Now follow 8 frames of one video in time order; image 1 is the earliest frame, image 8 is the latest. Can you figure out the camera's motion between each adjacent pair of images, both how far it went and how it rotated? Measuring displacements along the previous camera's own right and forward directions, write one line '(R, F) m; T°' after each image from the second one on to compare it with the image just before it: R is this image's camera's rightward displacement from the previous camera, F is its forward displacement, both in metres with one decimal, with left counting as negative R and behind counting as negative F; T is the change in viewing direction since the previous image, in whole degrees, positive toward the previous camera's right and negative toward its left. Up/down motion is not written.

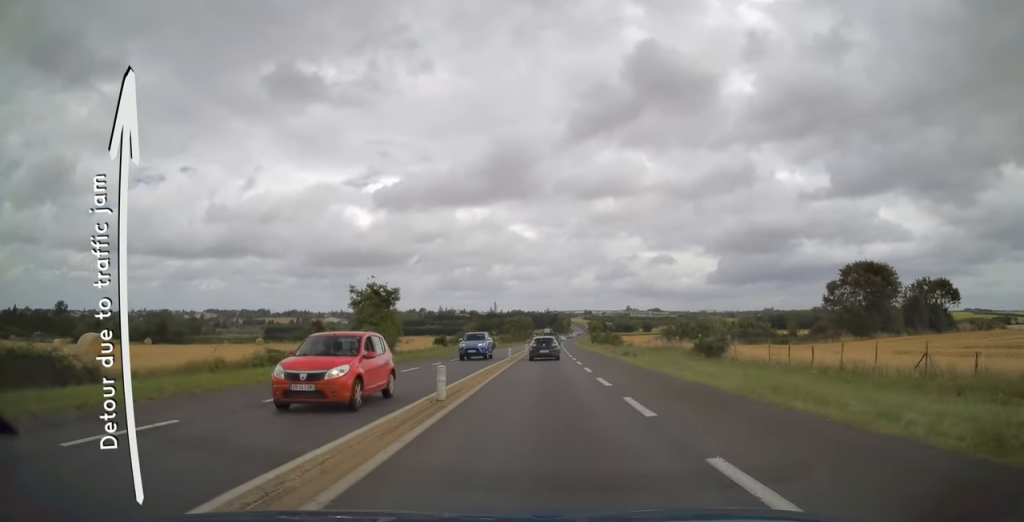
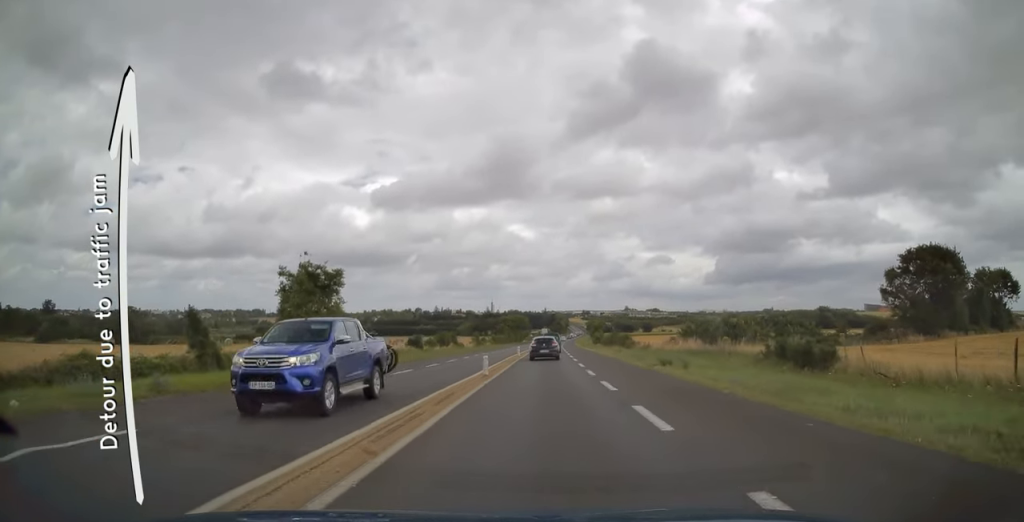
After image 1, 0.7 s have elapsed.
(0.0, +14.4) m; 0°
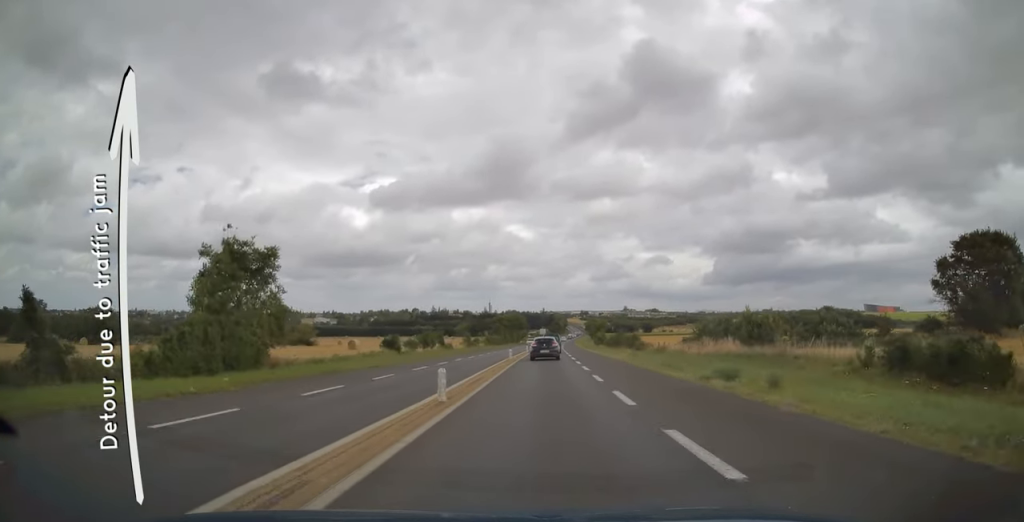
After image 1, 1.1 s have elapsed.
(+0.1, +9.6) m; 0°
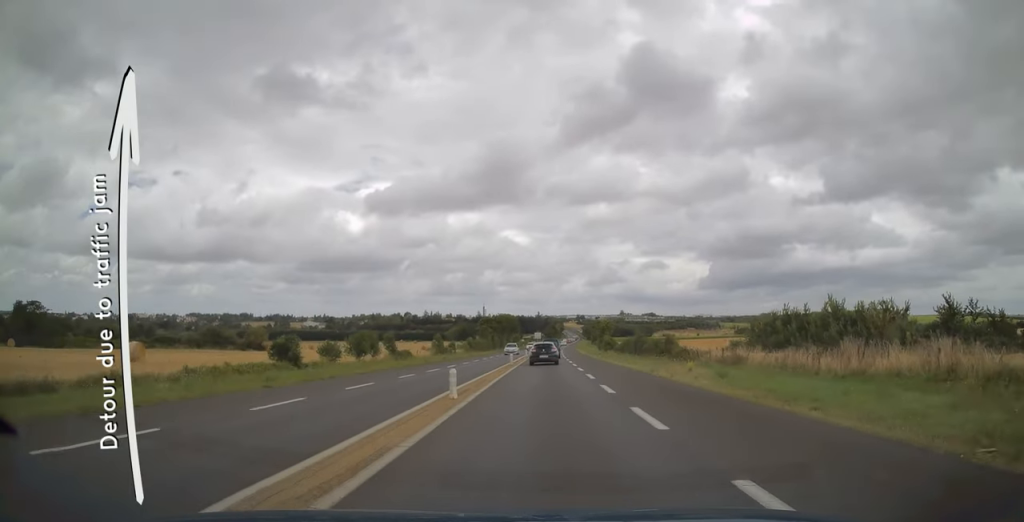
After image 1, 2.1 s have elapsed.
(+0.1, +22.5) m; 0°
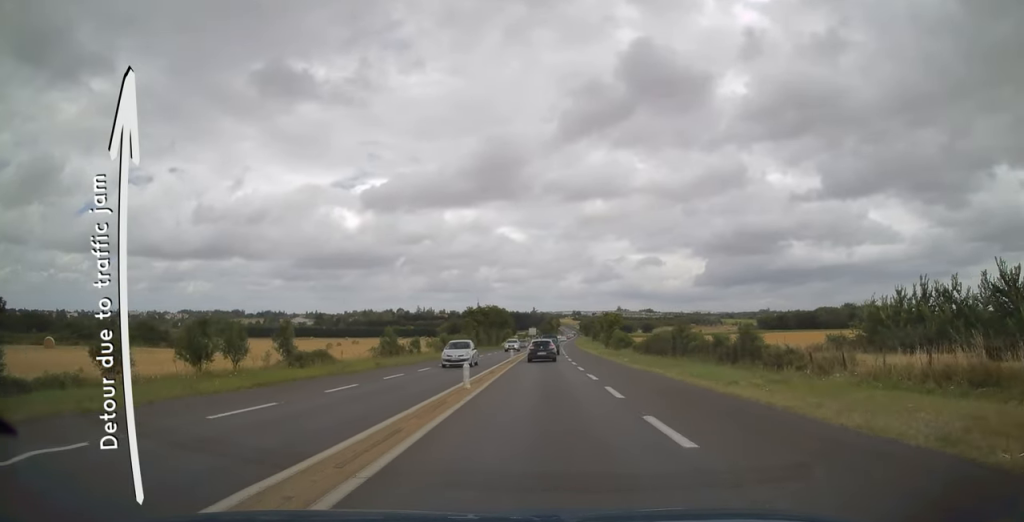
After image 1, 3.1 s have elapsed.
(-0.1, +21.3) m; 0°
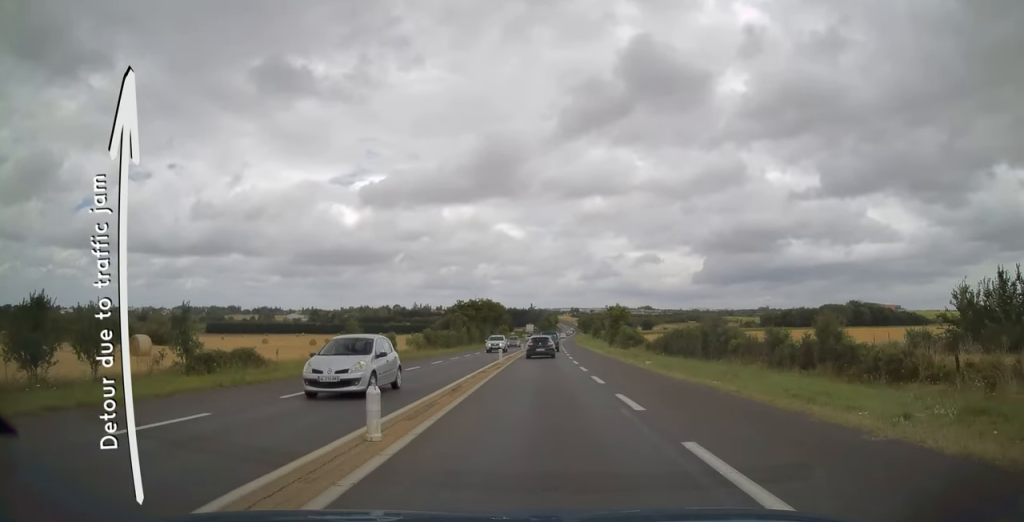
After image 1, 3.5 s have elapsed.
(-0.1, +9.4) m; 0°
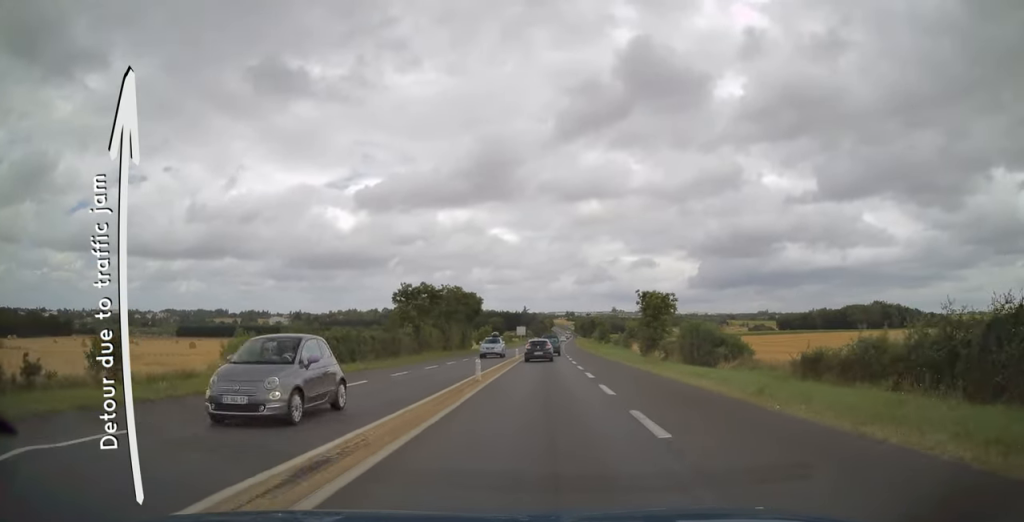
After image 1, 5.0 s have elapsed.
(+0.3, +35.2) m; 0°
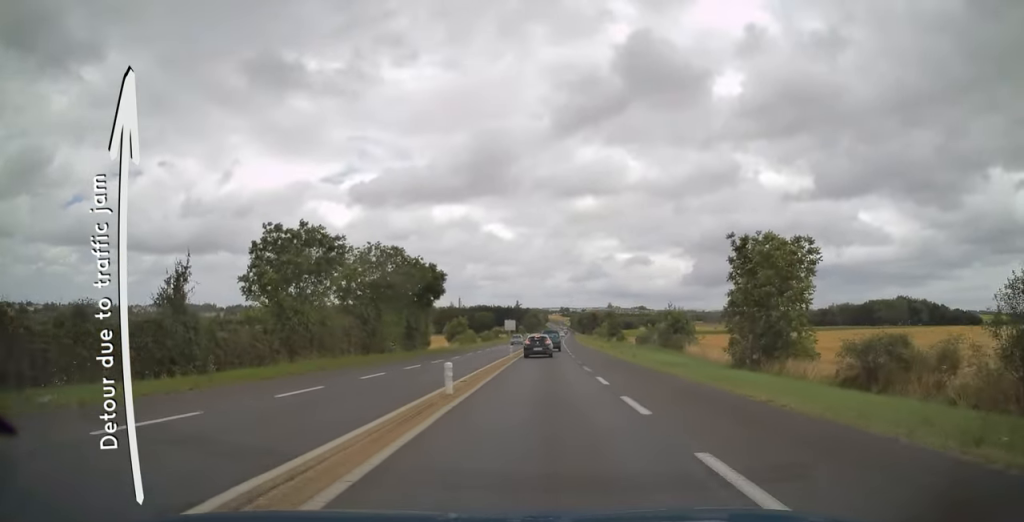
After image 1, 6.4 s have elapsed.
(+0.2, +30.6) m; +1°
